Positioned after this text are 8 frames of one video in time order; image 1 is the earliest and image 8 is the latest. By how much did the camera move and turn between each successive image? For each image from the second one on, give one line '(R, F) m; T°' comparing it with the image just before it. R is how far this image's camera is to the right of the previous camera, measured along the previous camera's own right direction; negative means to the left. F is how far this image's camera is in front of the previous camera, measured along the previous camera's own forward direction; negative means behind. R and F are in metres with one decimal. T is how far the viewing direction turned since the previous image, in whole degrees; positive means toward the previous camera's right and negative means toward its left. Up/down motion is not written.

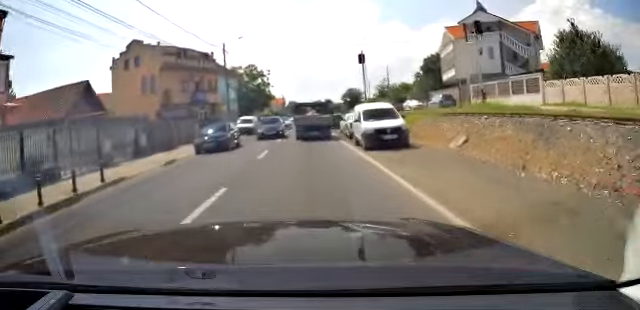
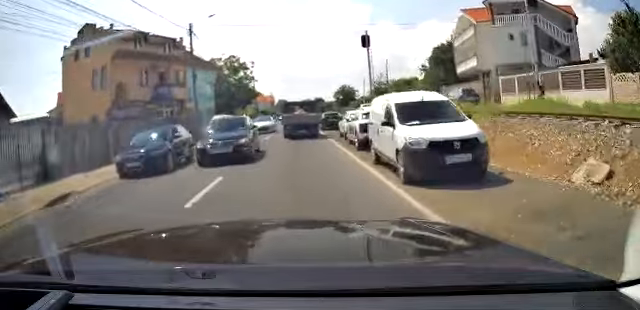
(0.0, +6.8) m; 0°
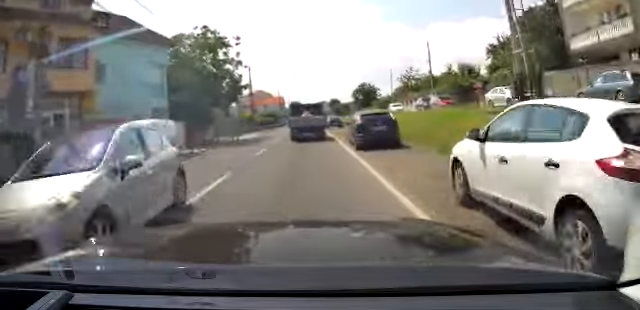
(0.0, +15.6) m; 0°
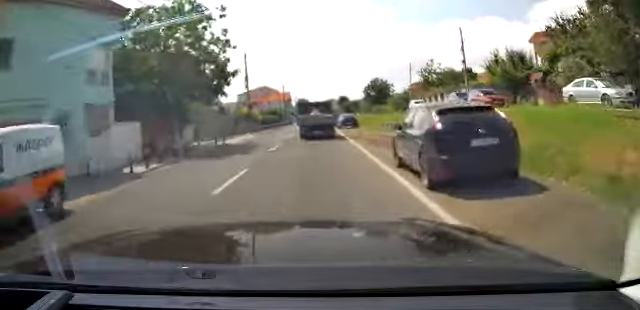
(0.0, +7.6) m; 0°
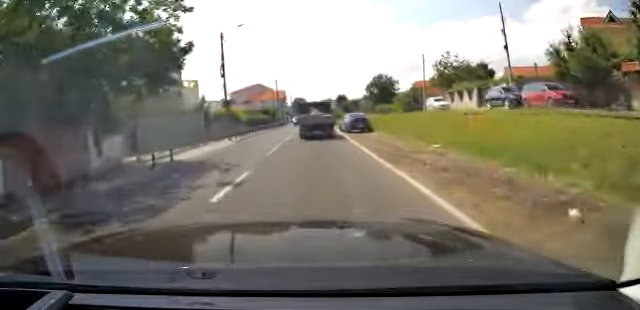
(0.0, +8.9) m; 0°
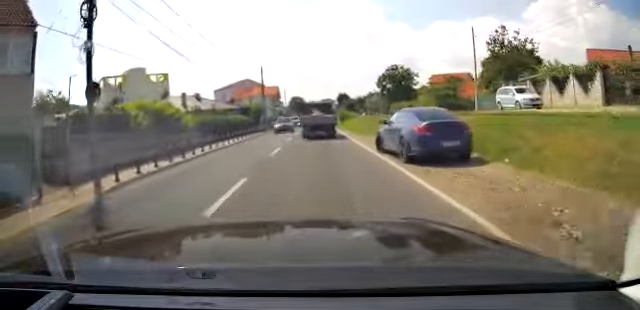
(0.0, +17.9) m; 0°
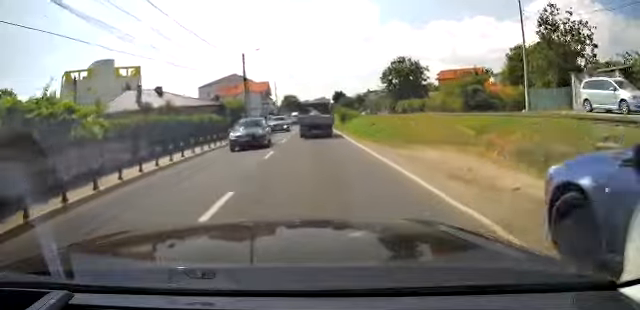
(0.0, +10.3) m; 0°
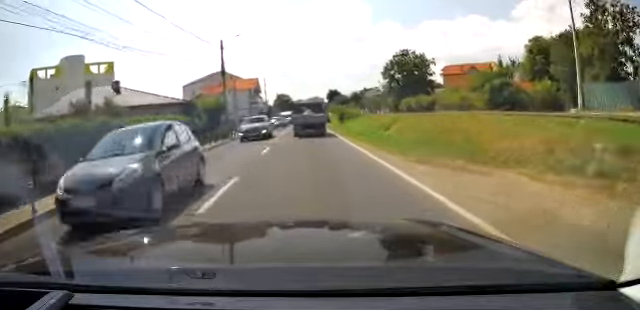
(0.0, +7.1) m; 0°
